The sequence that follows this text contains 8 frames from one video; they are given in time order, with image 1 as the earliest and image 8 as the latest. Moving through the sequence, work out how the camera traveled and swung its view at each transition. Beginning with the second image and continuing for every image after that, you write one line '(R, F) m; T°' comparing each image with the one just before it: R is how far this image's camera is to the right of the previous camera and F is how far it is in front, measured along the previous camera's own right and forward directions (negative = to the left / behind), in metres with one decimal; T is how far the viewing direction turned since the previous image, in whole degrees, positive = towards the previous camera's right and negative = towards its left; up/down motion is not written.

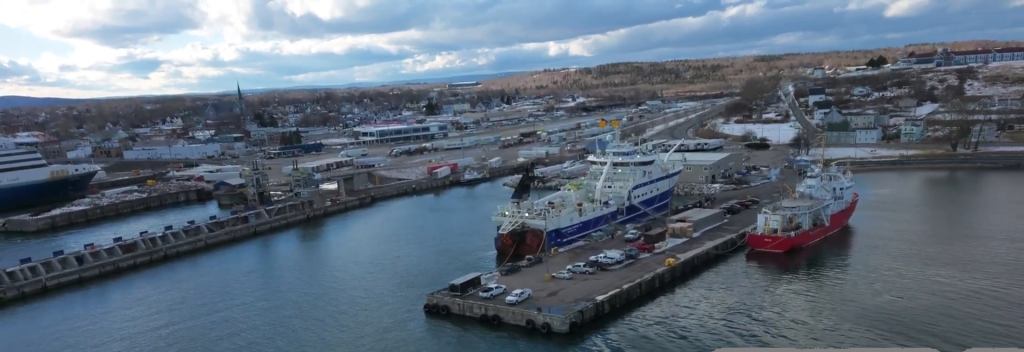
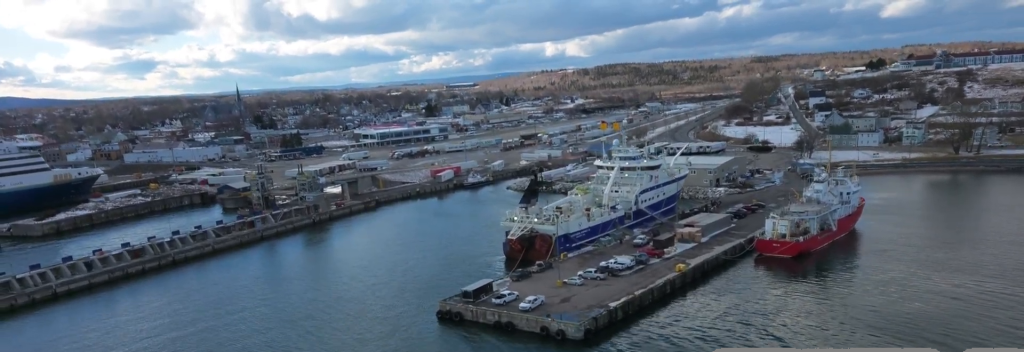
(+0.1, +2.9) m; +1°
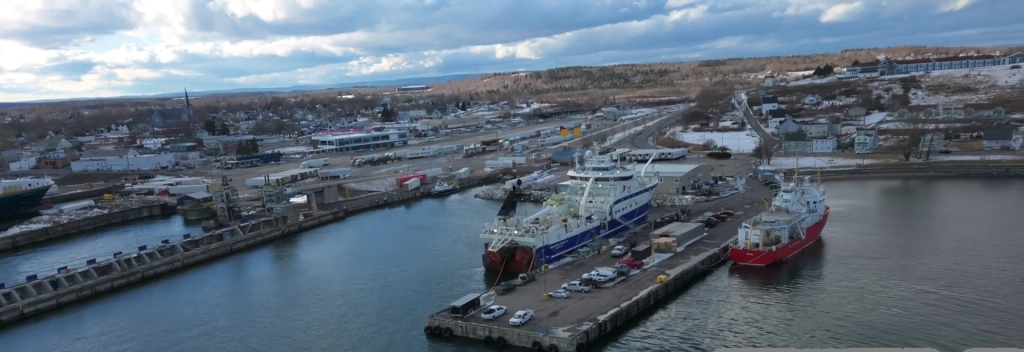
(0.0, +6.5) m; +2°
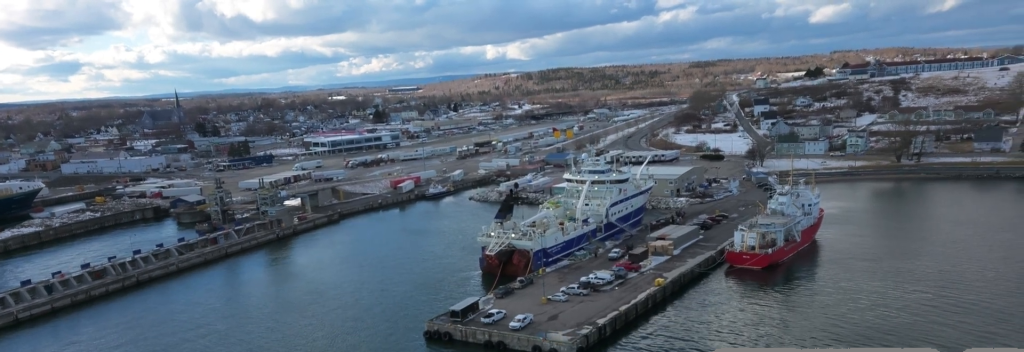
(0.0, +1.5) m; +1°
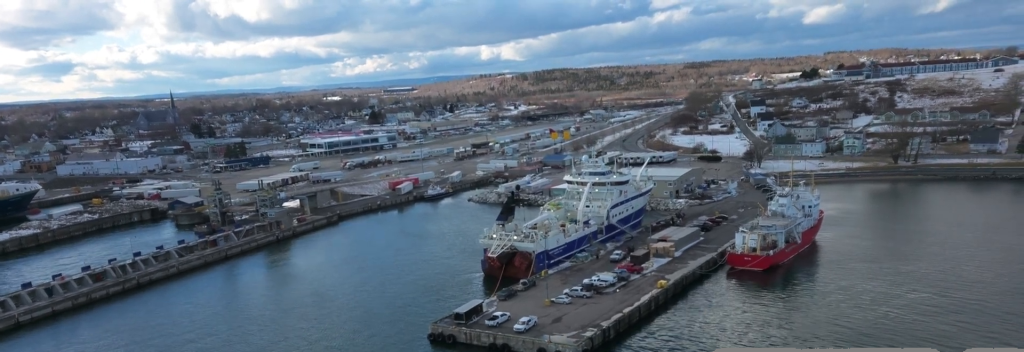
(+0.1, +1.6) m; +1°
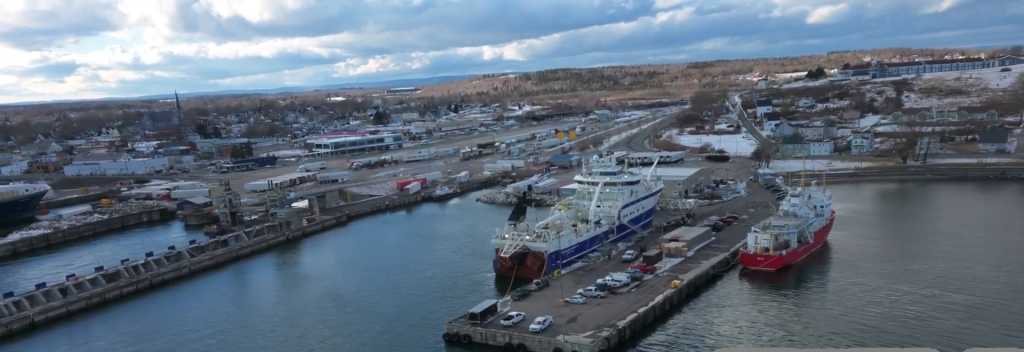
(+0.1, +2.2) m; +1°
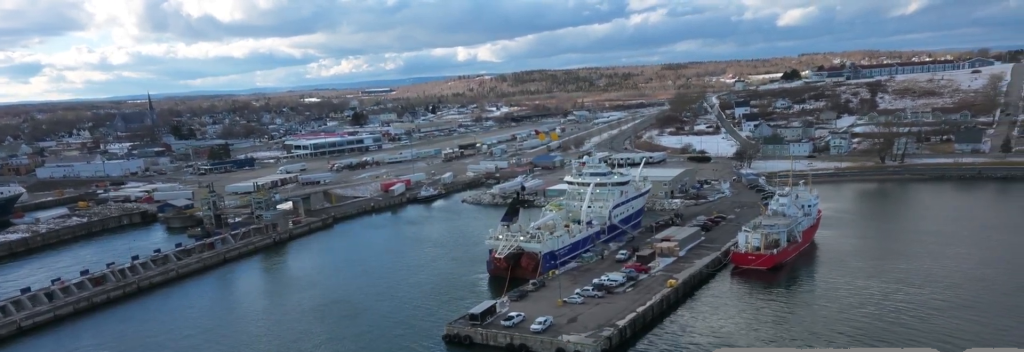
(0.0, +4.5) m; -1°
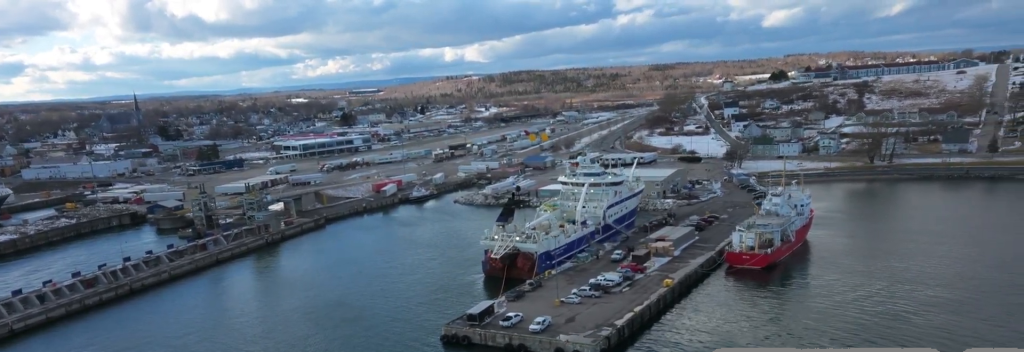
(0.0, +1.8) m; +1°
